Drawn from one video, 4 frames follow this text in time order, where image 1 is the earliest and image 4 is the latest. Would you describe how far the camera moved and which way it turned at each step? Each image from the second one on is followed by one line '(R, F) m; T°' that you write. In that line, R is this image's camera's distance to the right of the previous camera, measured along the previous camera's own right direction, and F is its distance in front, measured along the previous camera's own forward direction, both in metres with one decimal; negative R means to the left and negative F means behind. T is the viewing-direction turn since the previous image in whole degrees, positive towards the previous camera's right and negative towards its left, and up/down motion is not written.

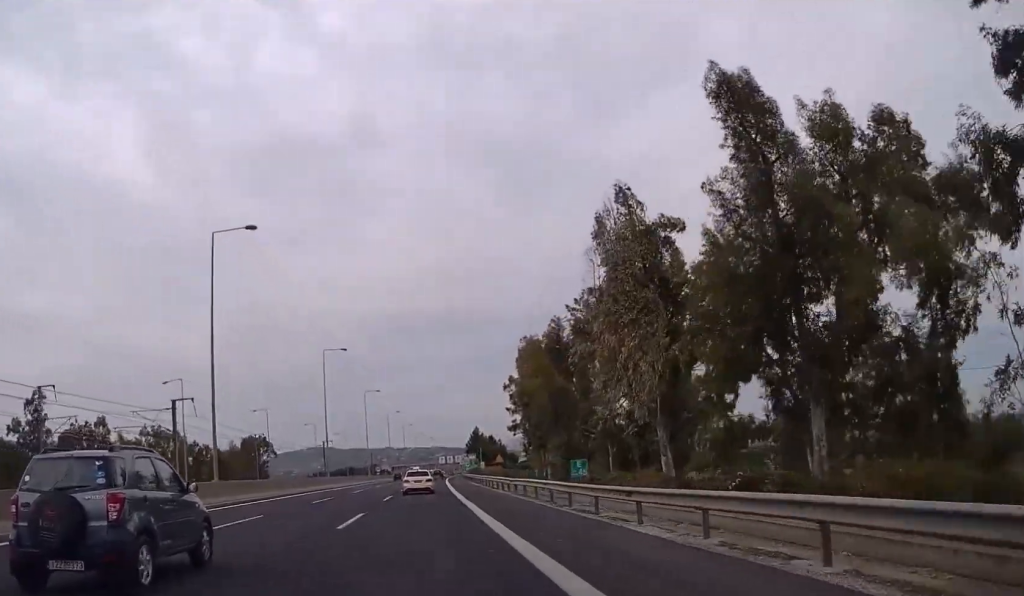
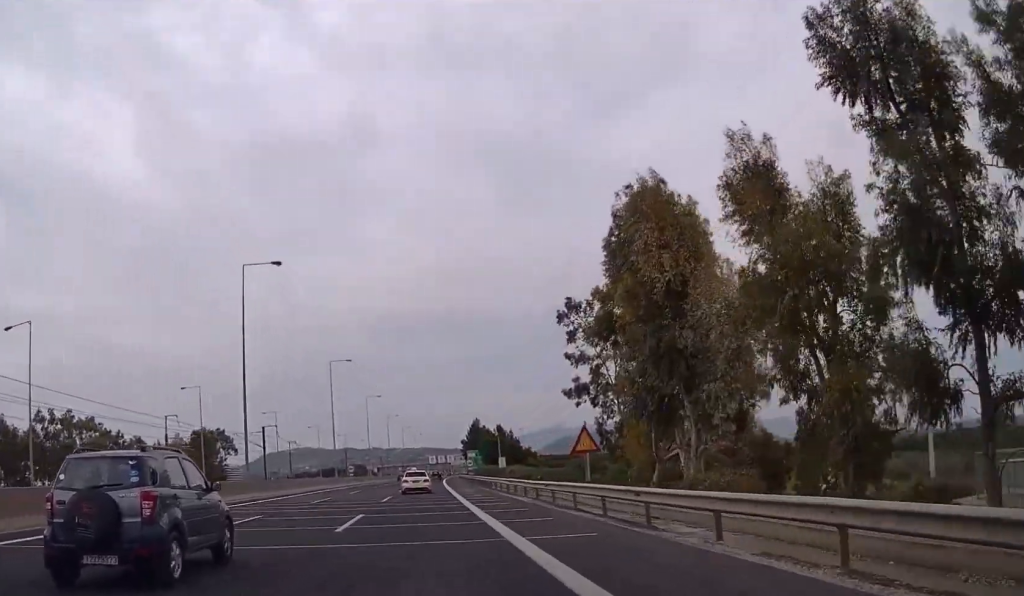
(-0.1, +35.8) m; 0°
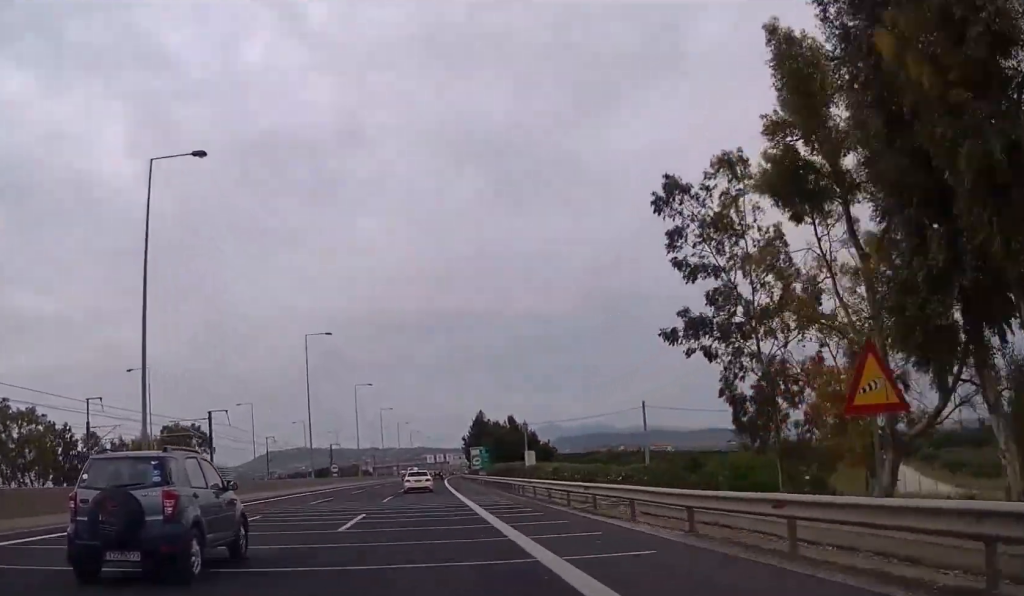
(+0.1, +18.6) m; +1°
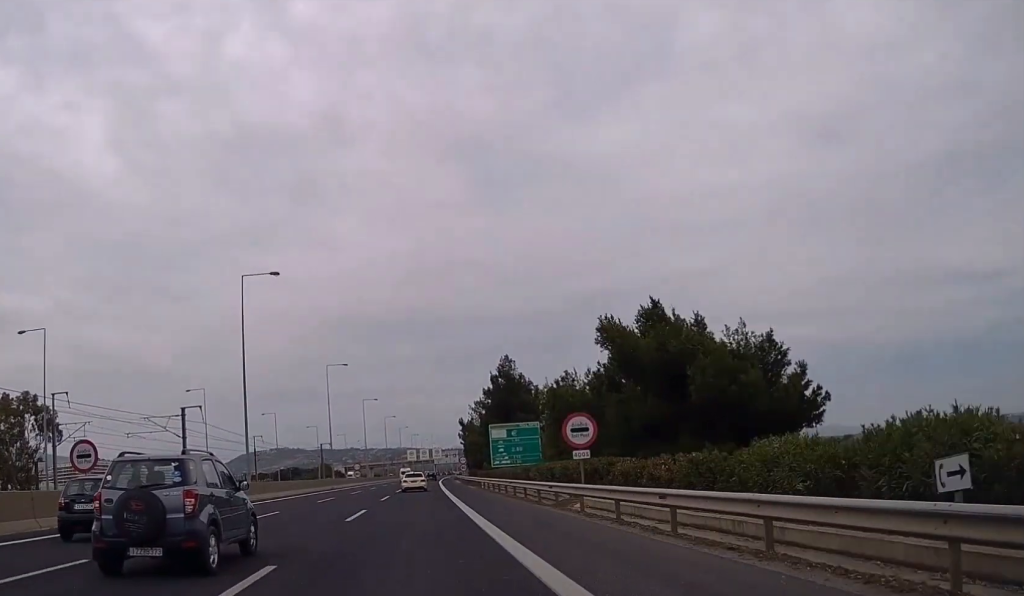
(+1.0, +67.6) m; +1°
